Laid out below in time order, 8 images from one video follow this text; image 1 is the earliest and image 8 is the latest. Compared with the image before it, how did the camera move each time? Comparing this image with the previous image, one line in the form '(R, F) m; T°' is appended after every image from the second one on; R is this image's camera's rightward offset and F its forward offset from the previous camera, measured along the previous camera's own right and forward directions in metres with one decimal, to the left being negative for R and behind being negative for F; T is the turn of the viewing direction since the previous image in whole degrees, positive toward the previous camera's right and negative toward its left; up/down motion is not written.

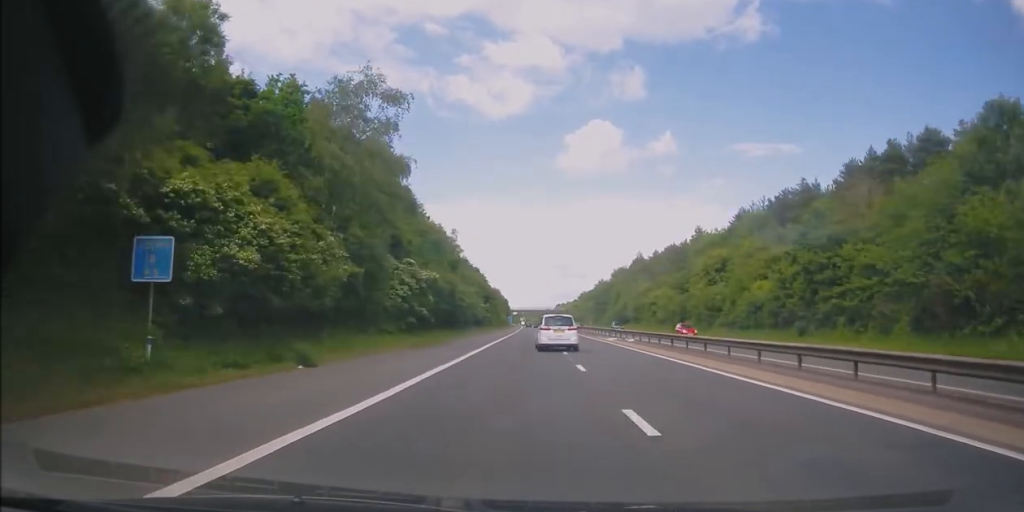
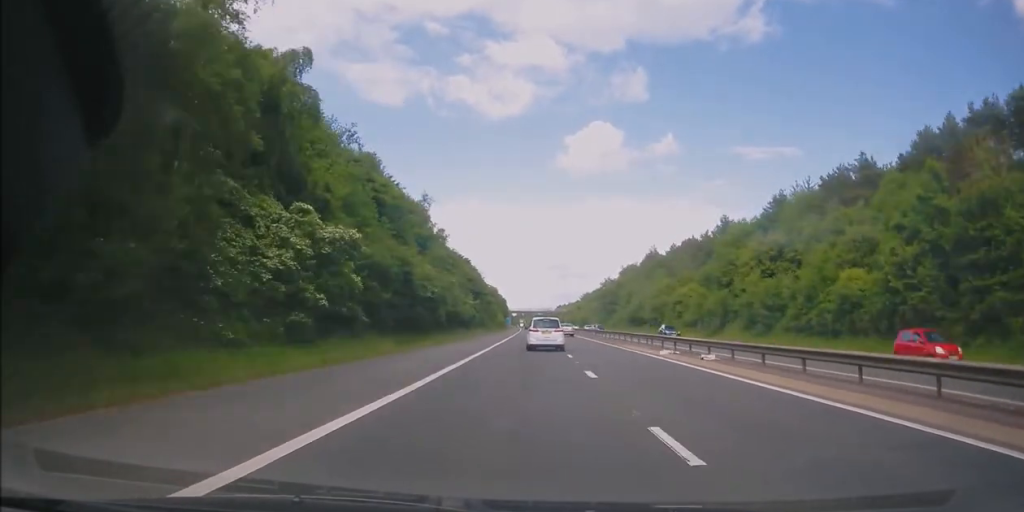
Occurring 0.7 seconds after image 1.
(+0.2, +19.3) m; 0°
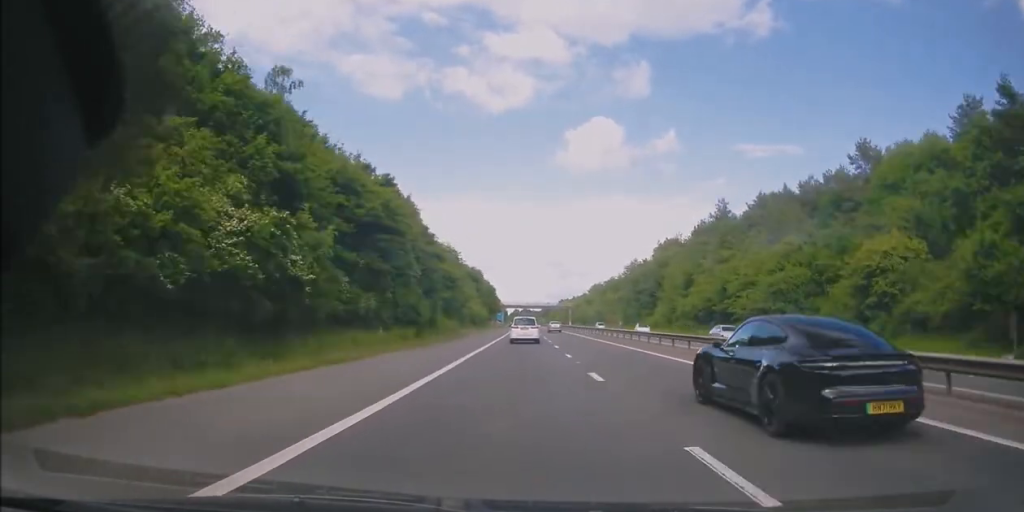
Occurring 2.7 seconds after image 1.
(0.0, +56.3) m; +1°
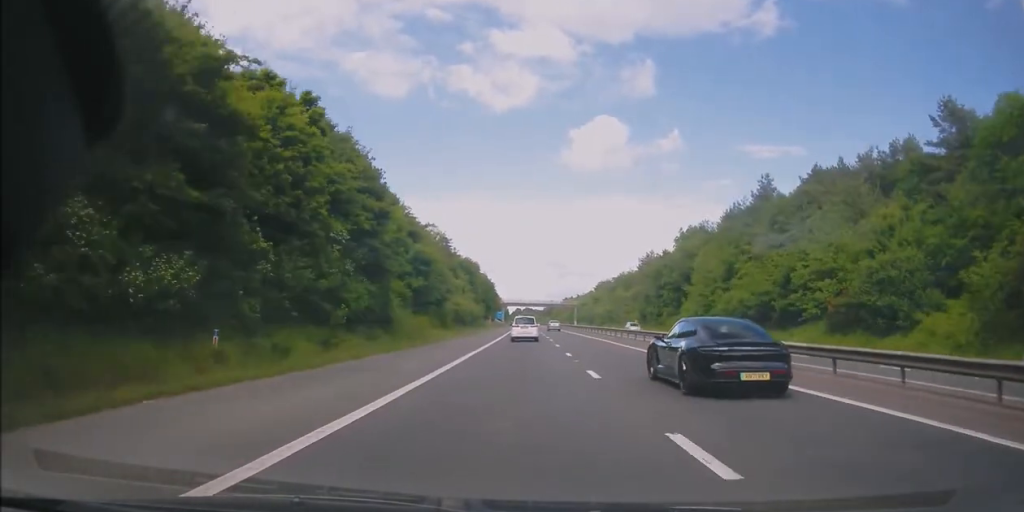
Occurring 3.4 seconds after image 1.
(0.0, +17.7) m; 0°
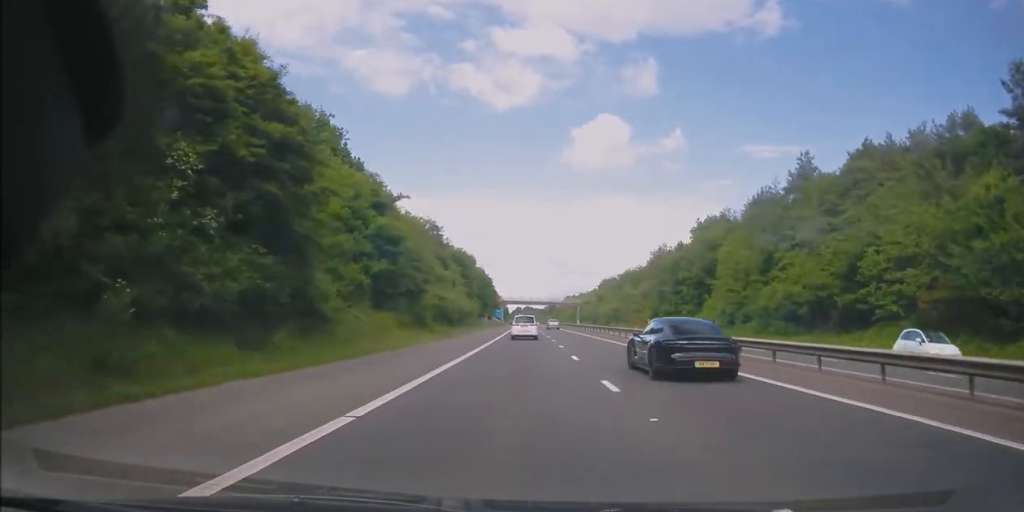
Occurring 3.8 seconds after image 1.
(-0.1, +12.1) m; 0°
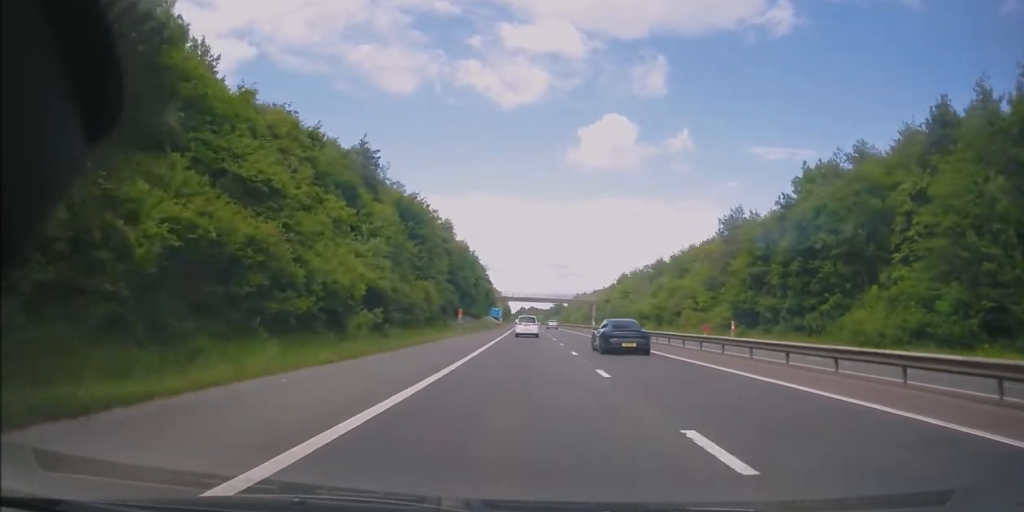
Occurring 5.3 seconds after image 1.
(+0.4, +42.7) m; 0°
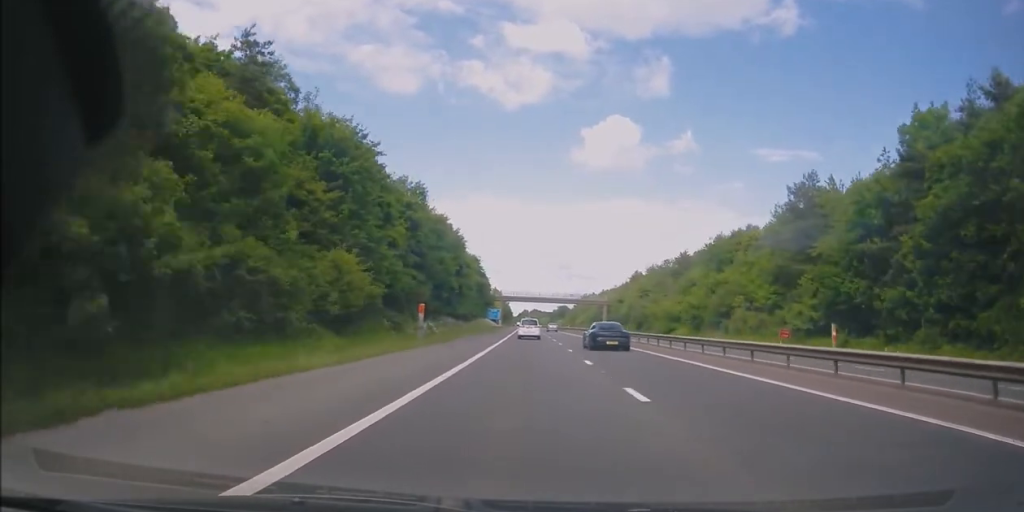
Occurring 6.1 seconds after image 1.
(-0.1, +22.2) m; 0°
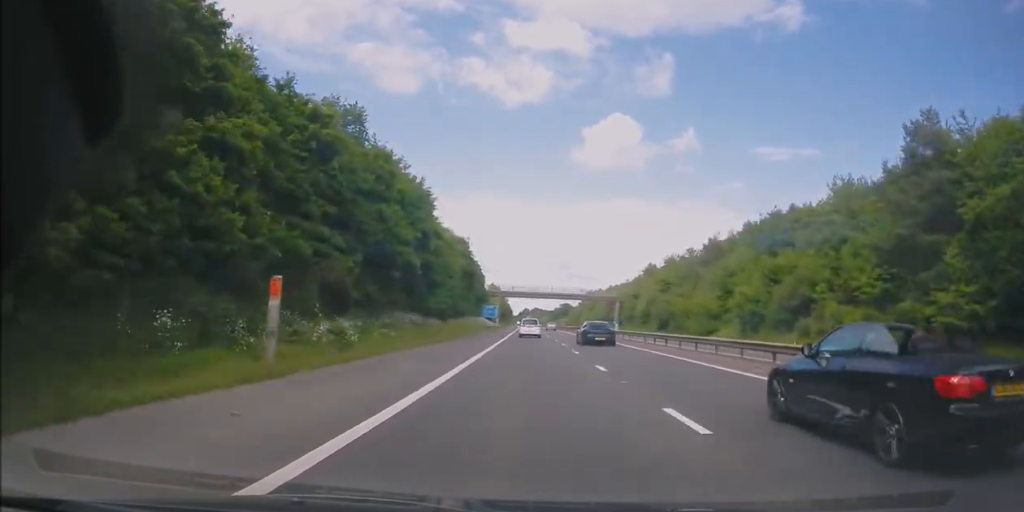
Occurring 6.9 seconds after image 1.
(-0.2, +21.4) m; 0°
